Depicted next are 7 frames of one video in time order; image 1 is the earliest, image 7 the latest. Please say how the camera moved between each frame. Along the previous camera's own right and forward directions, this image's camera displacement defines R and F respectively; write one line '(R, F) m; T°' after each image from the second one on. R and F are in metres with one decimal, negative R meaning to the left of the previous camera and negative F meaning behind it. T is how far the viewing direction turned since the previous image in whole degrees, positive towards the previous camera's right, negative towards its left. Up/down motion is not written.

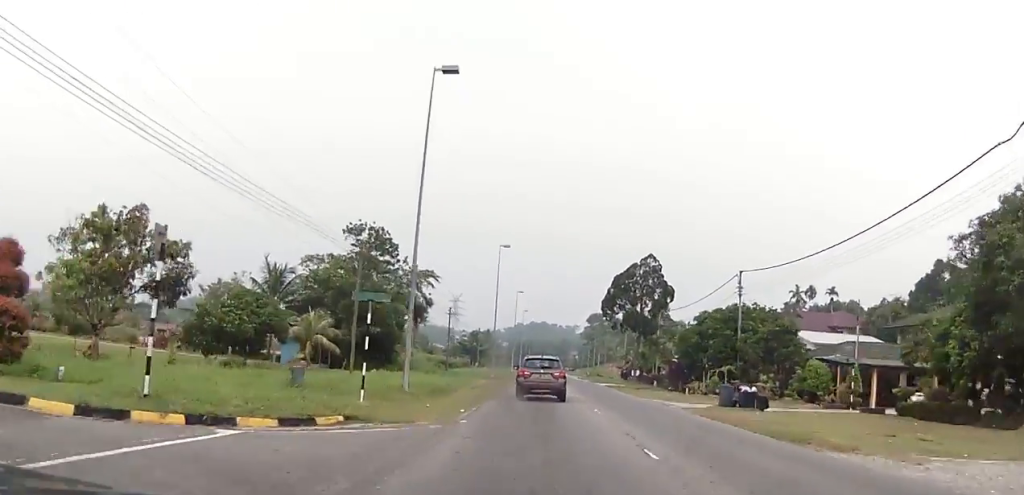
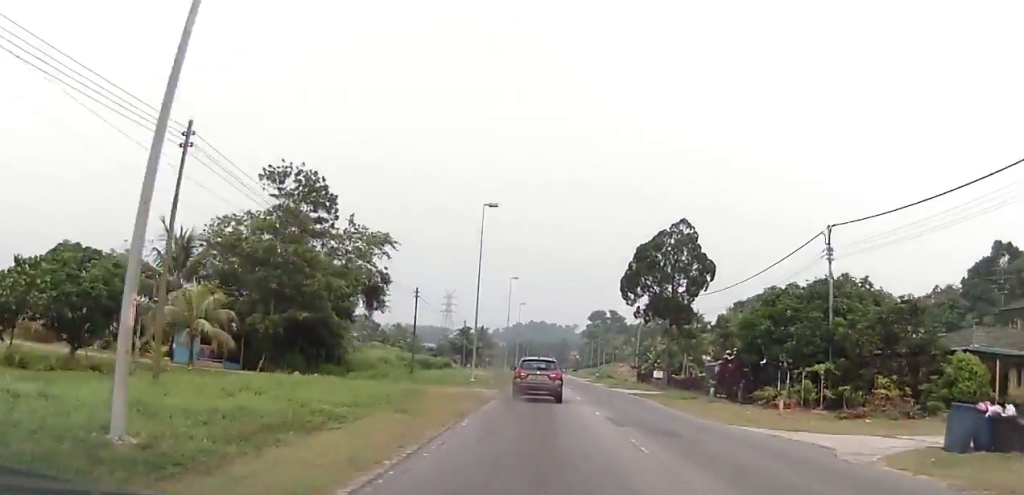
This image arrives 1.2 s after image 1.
(-0.5, +17.0) m; -2°
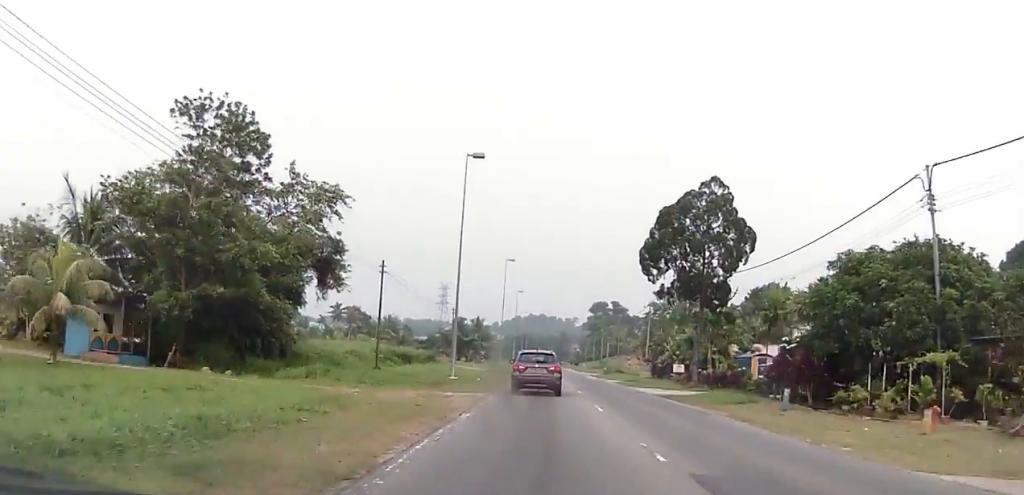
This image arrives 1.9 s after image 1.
(+0.1, +10.5) m; +1°
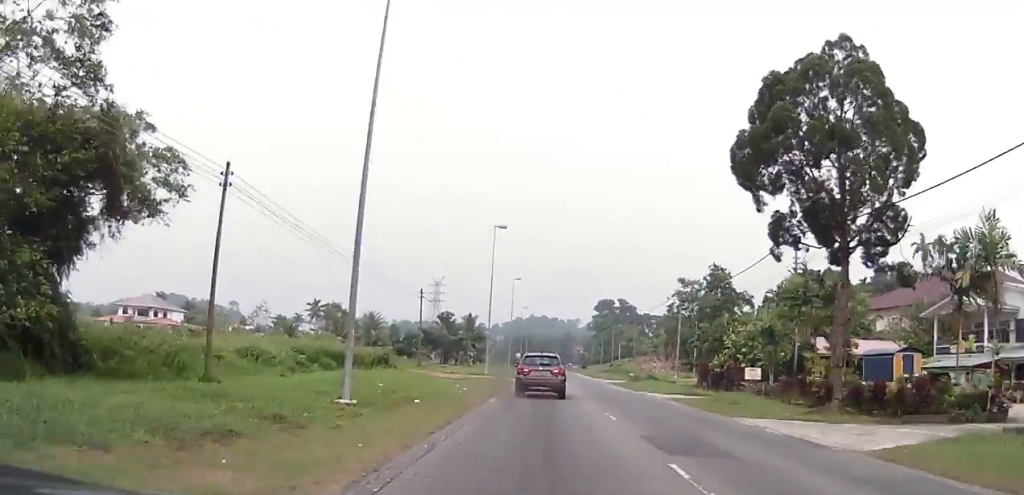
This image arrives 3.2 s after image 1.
(+0.4, +20.8) m; +1°
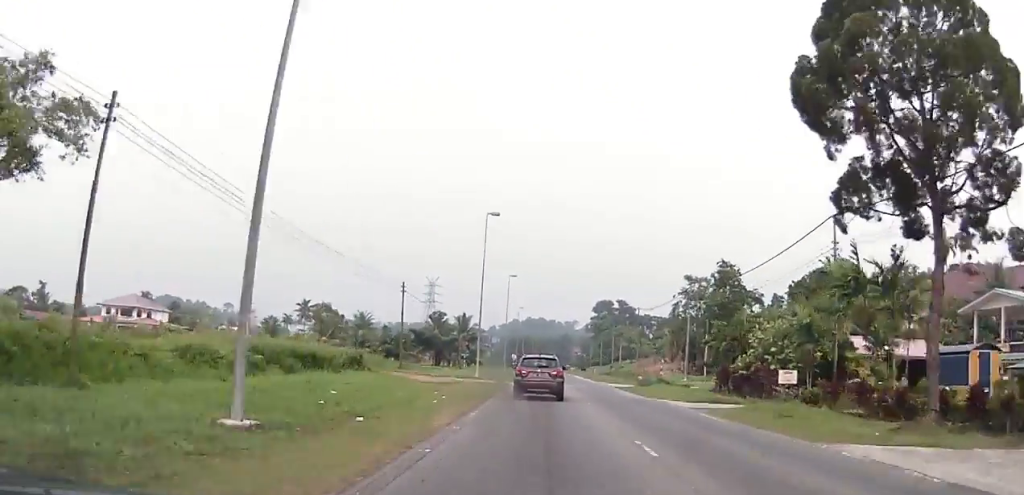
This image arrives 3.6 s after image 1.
(0.0, +6.0) m; 0°
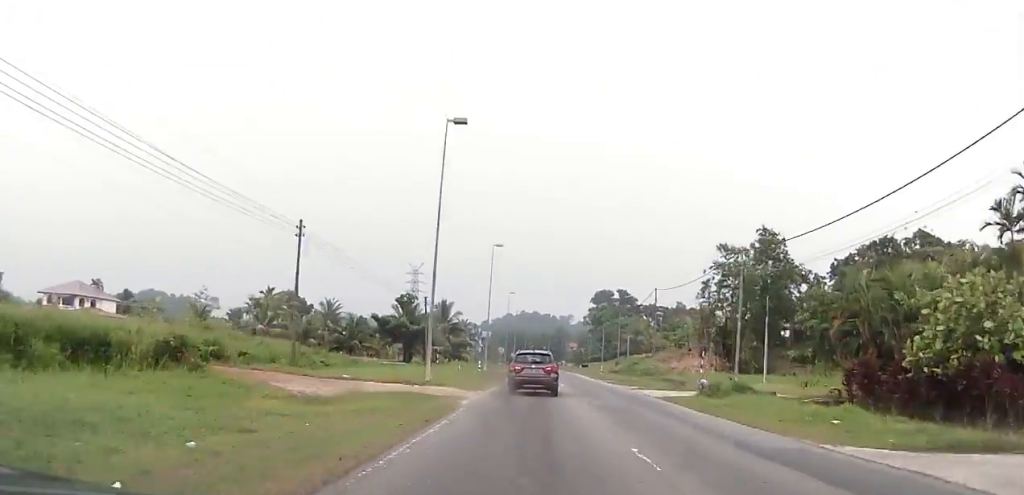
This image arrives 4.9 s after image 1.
(-0.1, +19.6) m; 0°
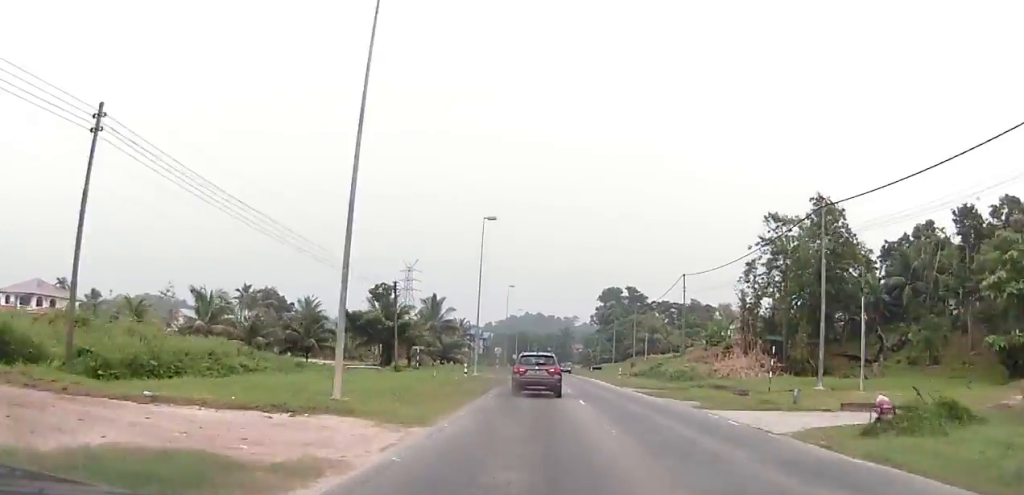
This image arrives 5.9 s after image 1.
(0.0, +14.6) m; 0°
